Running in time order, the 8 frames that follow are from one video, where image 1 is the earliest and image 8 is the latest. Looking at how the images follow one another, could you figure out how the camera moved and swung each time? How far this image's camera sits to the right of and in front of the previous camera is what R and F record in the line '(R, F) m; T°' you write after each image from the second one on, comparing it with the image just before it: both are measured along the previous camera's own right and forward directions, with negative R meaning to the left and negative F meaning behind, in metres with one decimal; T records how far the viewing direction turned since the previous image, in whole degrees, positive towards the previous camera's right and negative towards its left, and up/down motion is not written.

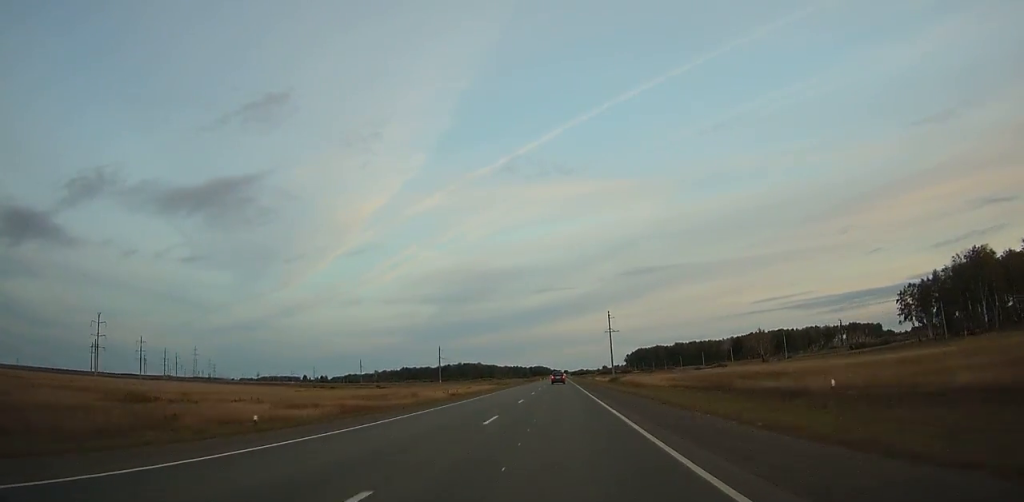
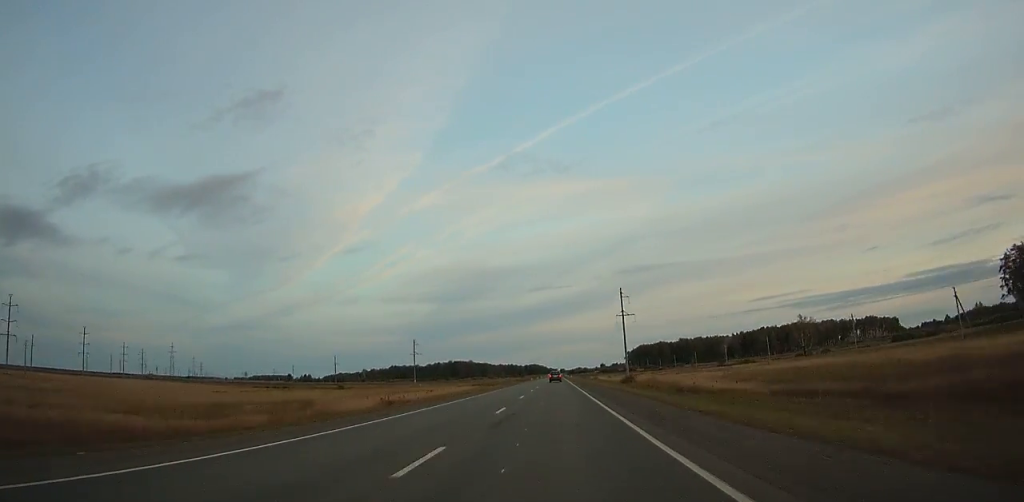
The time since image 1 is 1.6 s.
(0.0, +42.4) m; 0°
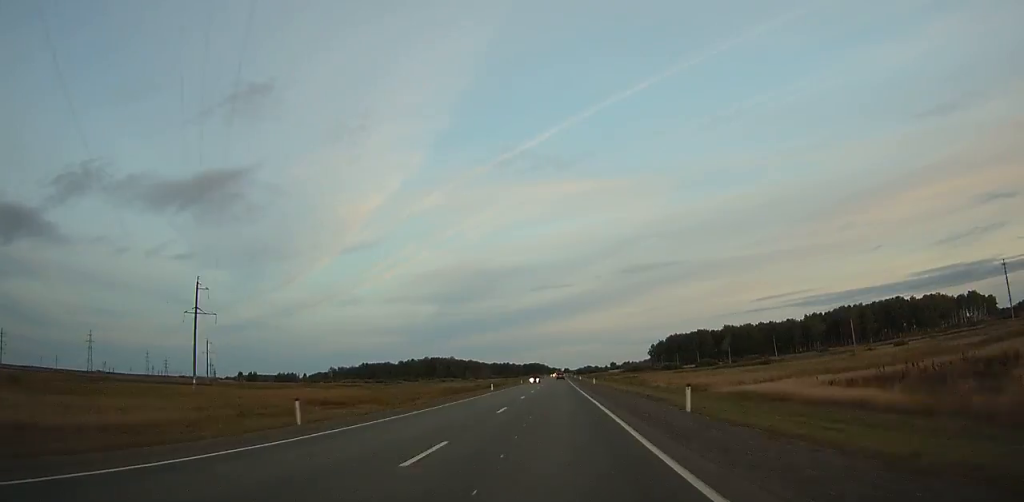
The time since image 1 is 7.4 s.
(-0.4, +154.8) m; 0°
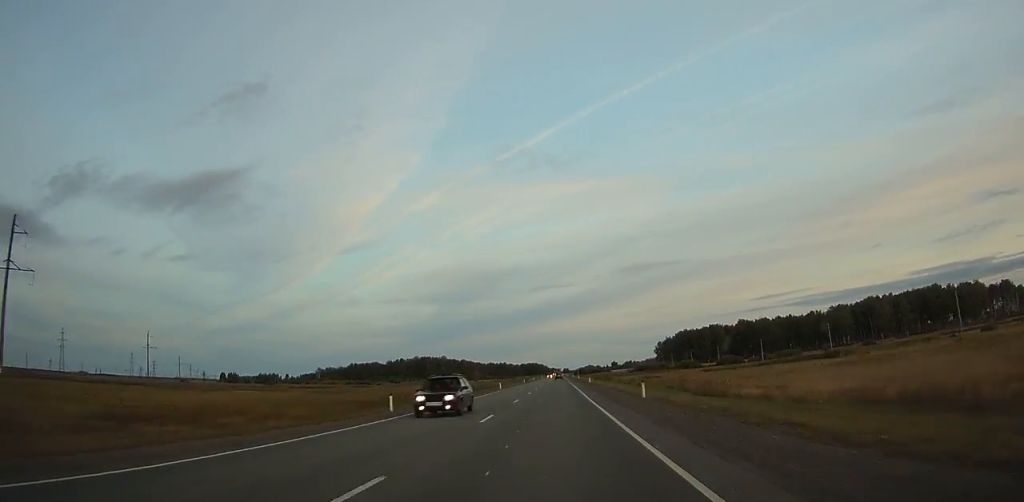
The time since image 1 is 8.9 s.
(0.0, +40.4) m; 0°
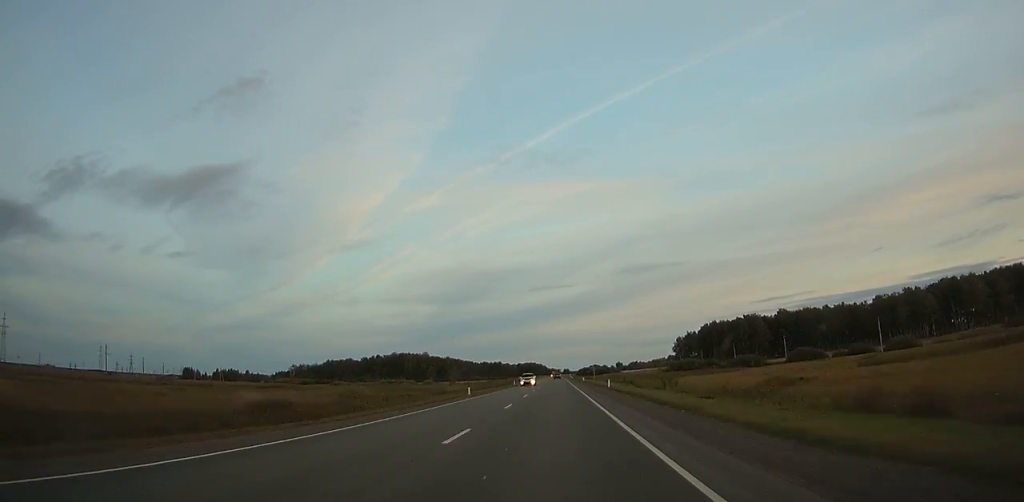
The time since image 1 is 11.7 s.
(+0.2, +76.0) m; 0°
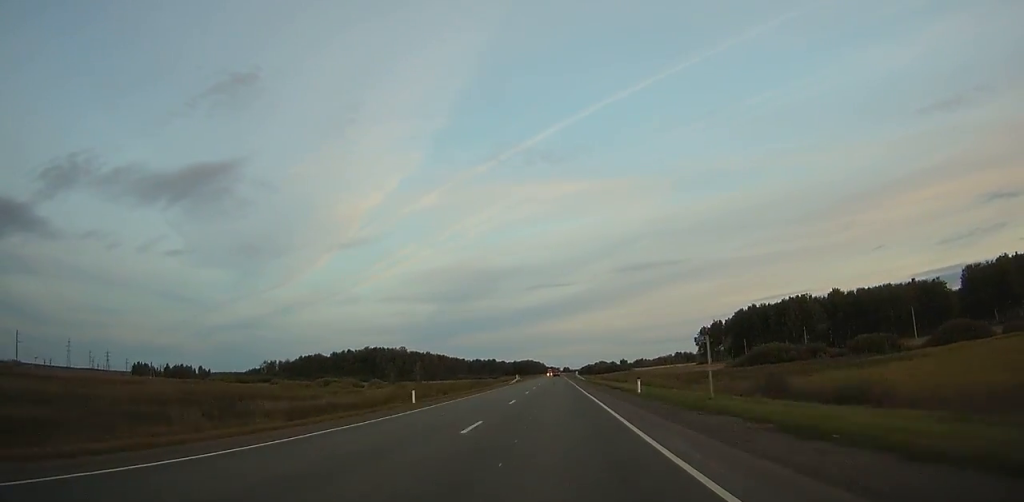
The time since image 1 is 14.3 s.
(+0.1, +70.7) m; 0°
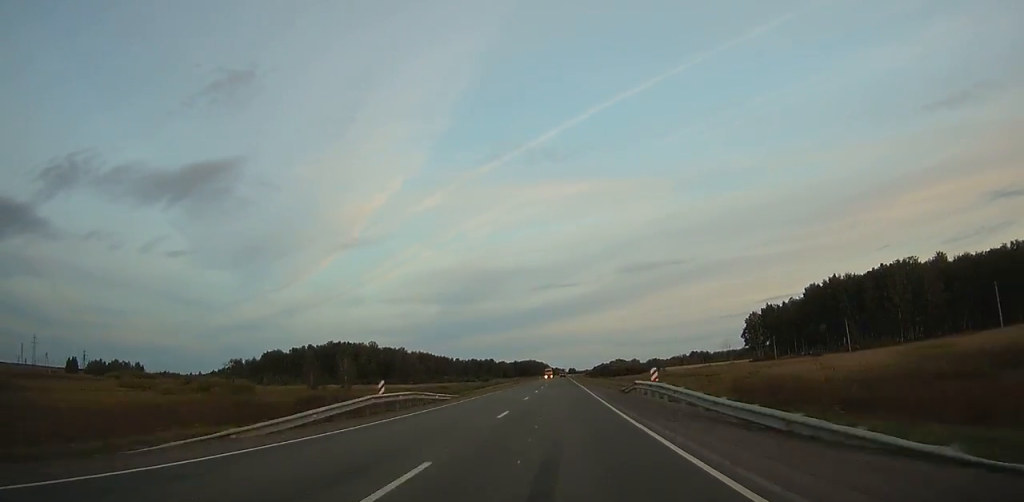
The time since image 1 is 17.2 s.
(-0.2, +78.9) m; 0°
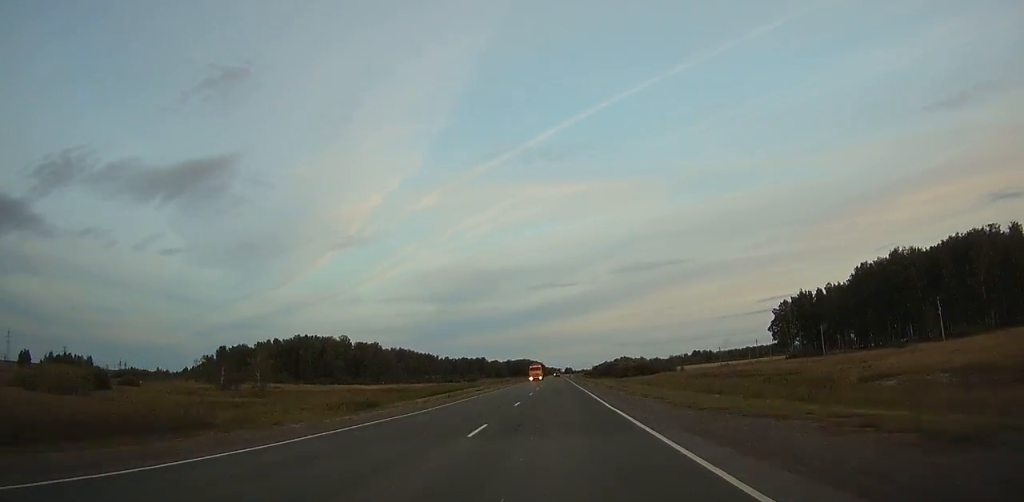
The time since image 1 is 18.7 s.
(-0.1, +40.7) m; 0°
